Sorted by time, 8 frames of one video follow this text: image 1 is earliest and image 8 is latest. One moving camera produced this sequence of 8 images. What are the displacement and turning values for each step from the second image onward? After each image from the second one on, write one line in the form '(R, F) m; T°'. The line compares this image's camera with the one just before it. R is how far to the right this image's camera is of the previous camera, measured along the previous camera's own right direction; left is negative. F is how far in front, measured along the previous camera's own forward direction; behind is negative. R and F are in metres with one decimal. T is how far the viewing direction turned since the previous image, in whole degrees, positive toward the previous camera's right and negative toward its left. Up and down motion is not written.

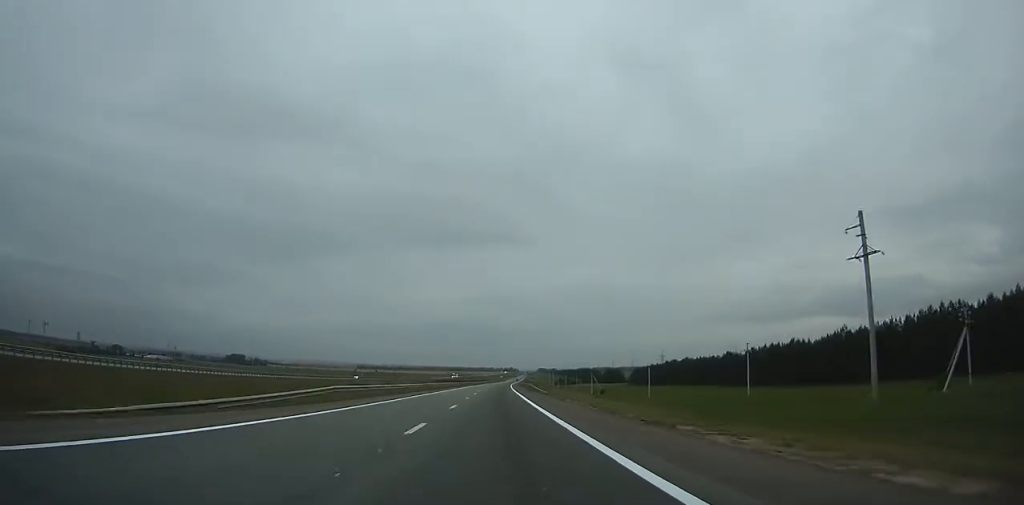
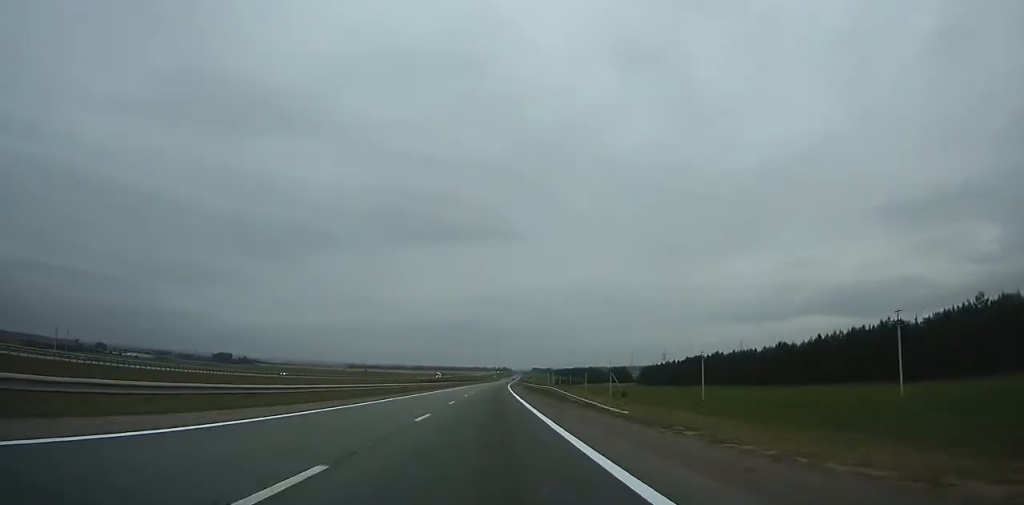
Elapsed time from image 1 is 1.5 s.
(+0.4, +42.7) m; +1°
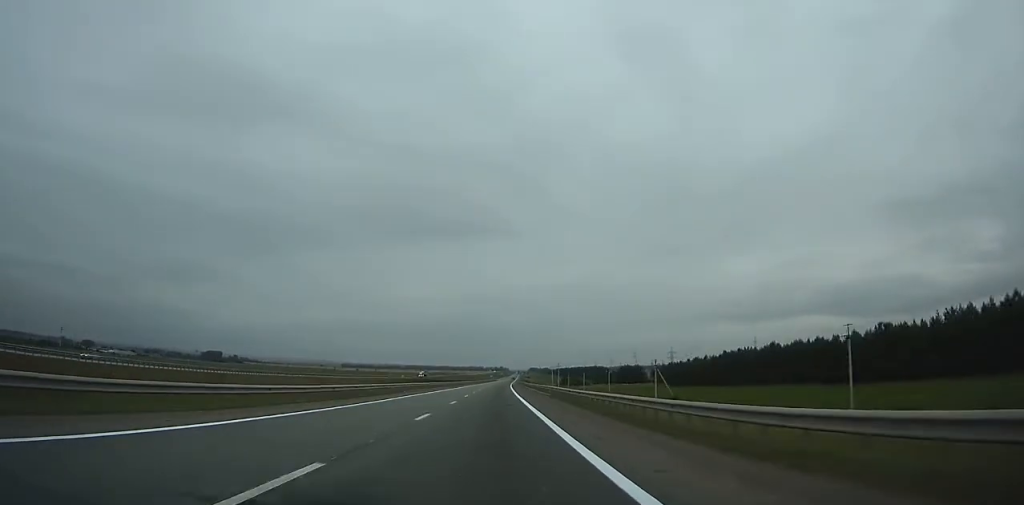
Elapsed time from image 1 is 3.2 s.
(+0.3, +48.9) m; +1°
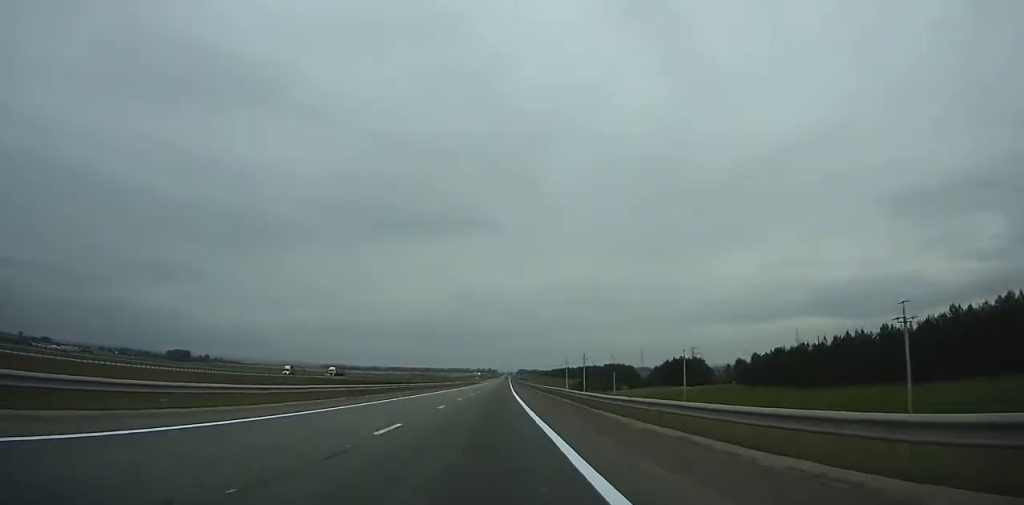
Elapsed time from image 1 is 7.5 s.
(+1.3, +124.9) m; +1°
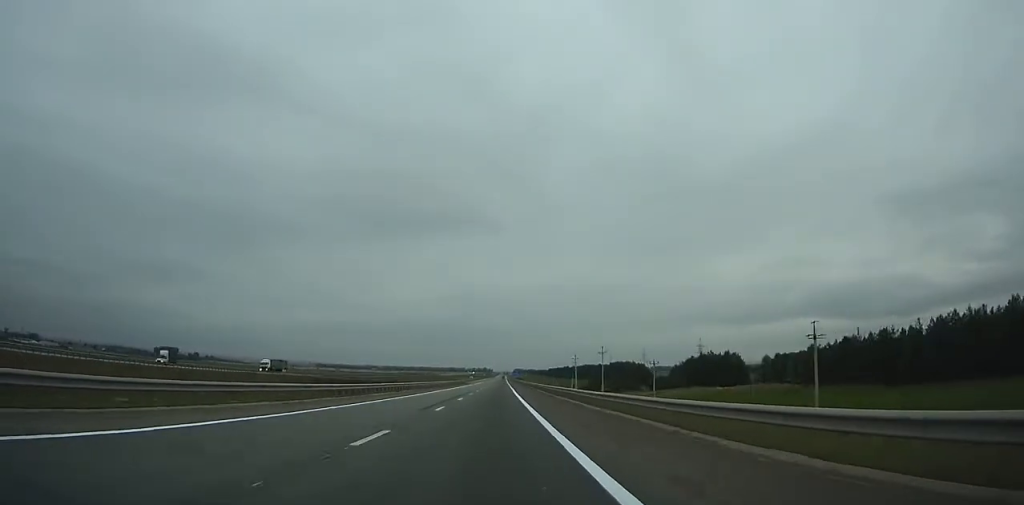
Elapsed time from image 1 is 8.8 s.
(+0.1, +38.2) m; 0°
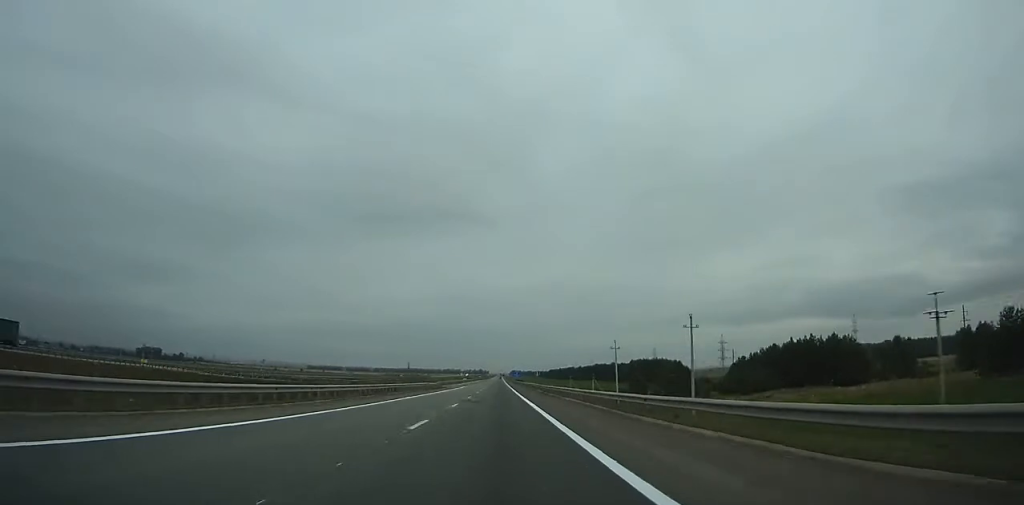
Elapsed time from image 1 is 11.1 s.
(+0.2, +68.0) m; 0°
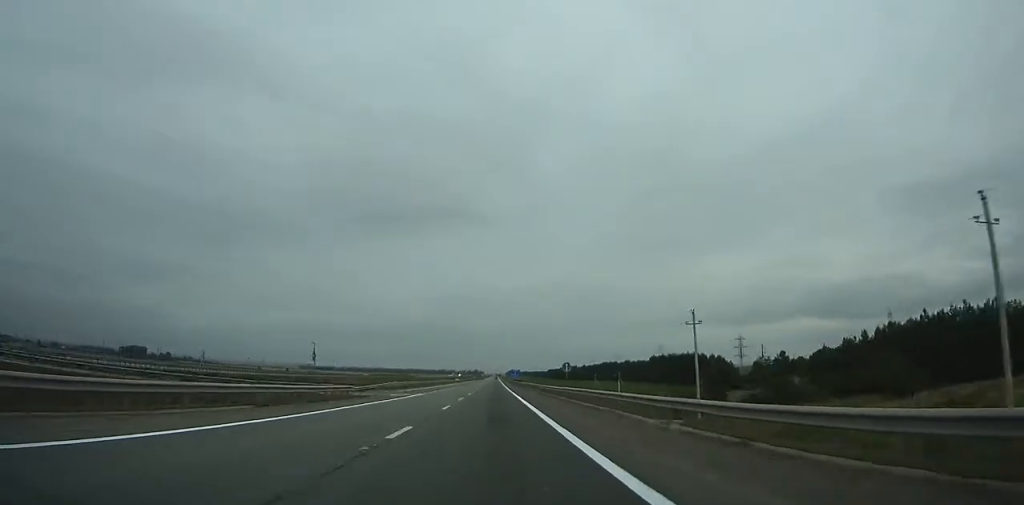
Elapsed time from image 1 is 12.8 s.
(+0.2, +50.5) m; 0°
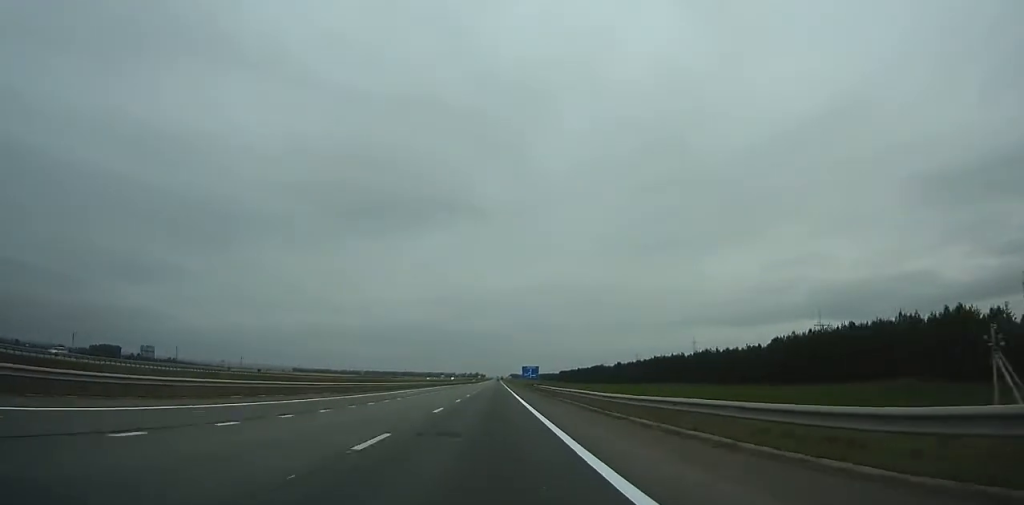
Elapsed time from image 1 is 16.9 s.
(+0.3, +122.3) m; 0°
